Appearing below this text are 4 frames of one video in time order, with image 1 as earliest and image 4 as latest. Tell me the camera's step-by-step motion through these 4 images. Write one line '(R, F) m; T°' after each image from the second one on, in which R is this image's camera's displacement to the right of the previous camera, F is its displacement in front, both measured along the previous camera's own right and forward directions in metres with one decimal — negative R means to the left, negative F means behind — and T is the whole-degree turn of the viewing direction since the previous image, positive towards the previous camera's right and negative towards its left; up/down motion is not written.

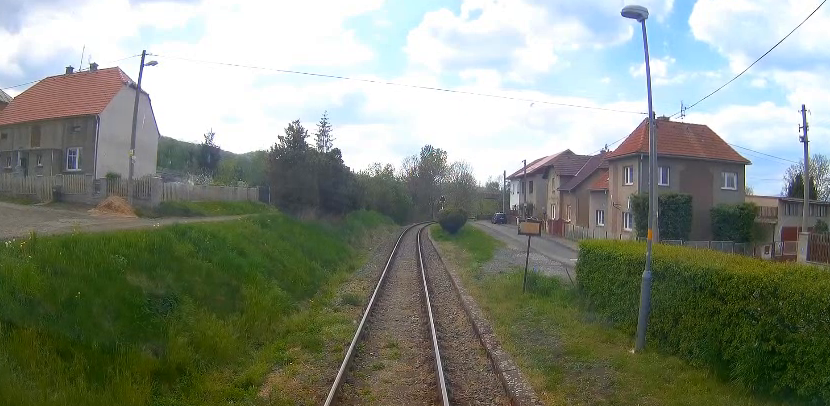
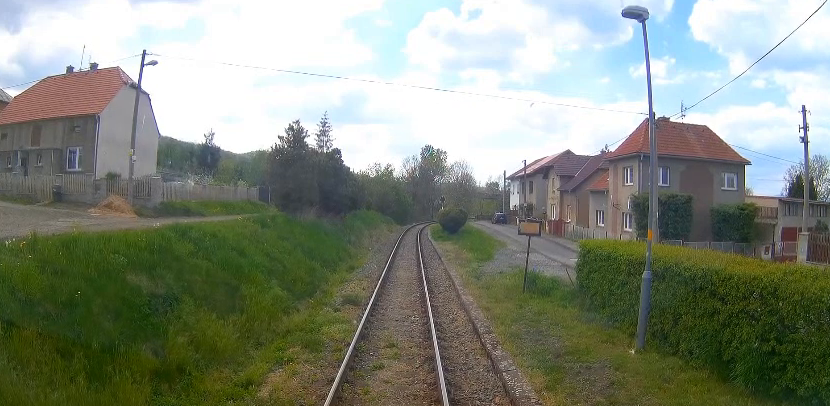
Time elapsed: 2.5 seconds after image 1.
(0.0, 0.0) m; 0°
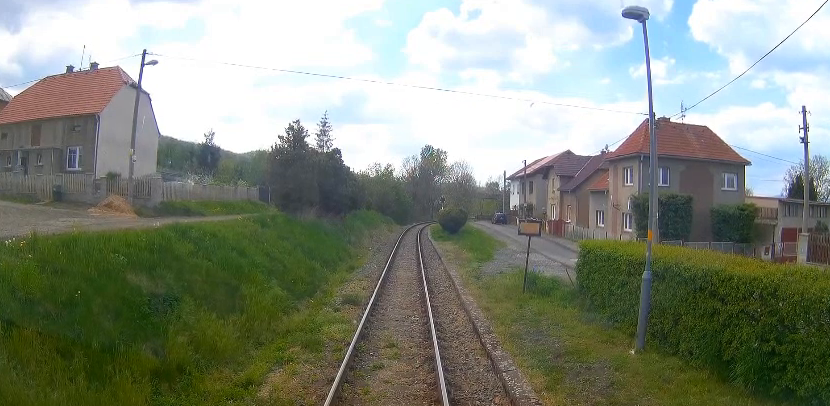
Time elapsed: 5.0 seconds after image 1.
(0.0, 0.0) m; 0°
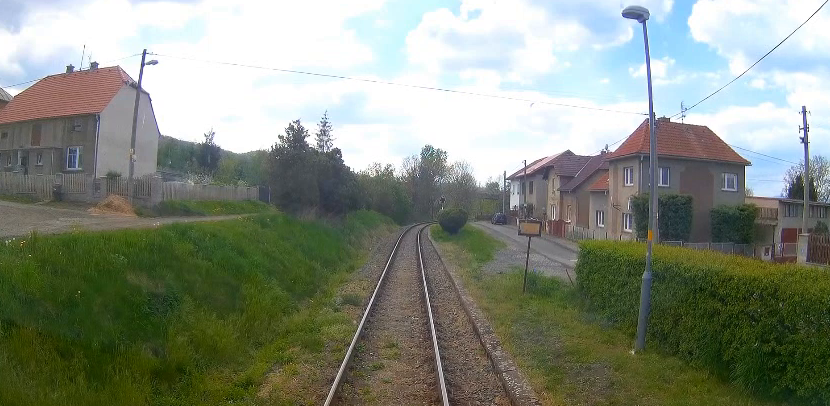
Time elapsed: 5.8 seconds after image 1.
(0.0, 0.0) m; 0°
